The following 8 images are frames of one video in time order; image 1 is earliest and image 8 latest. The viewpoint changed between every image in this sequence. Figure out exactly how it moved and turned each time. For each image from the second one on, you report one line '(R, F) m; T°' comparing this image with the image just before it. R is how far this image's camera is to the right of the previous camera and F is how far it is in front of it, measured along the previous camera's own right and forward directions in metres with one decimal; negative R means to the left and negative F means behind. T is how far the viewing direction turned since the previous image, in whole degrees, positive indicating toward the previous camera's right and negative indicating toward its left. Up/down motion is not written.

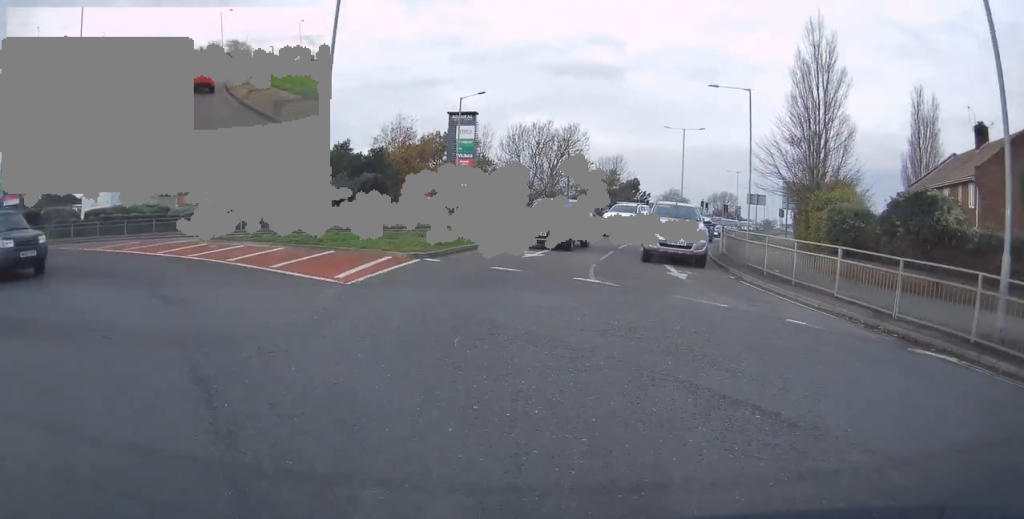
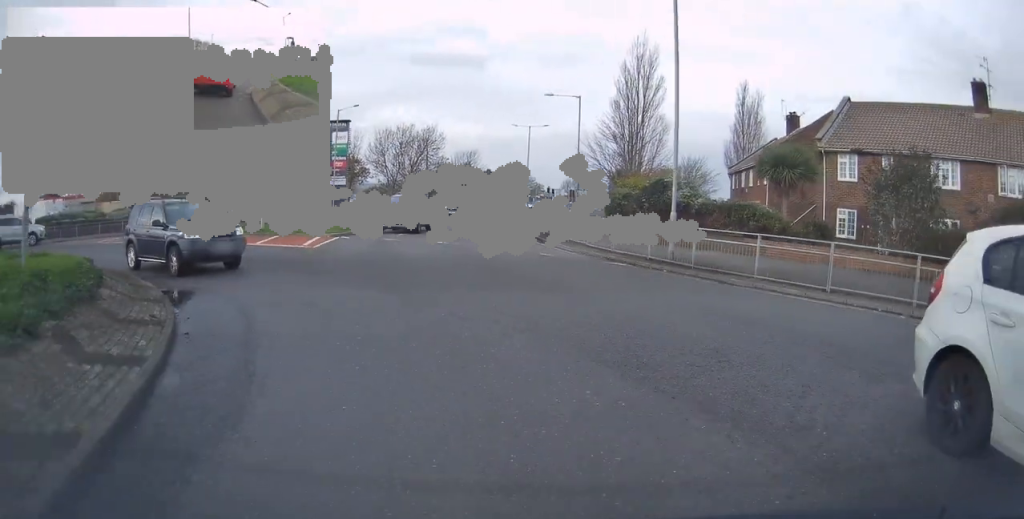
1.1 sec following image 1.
(+0.4, +8.5) m; +9°
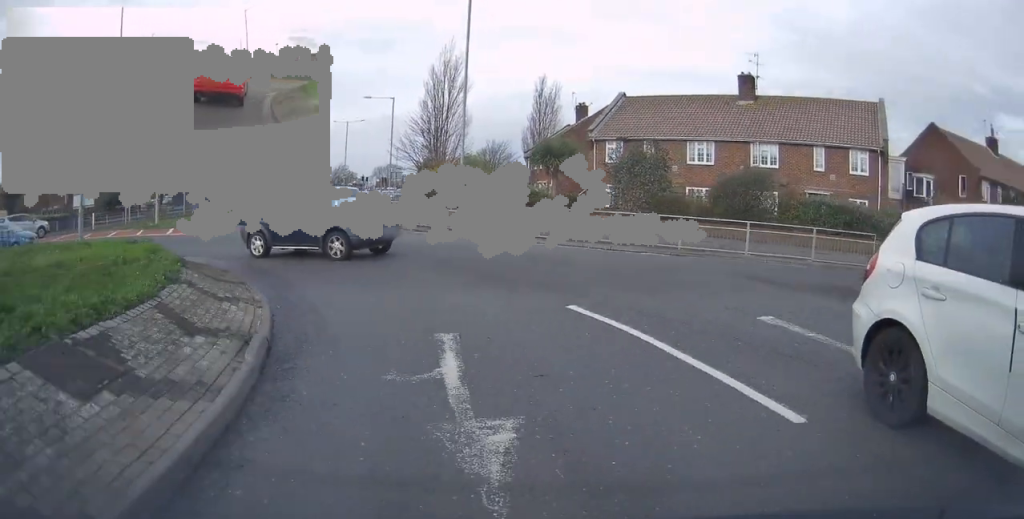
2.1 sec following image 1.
(+0.8, +7.4) m; +13°
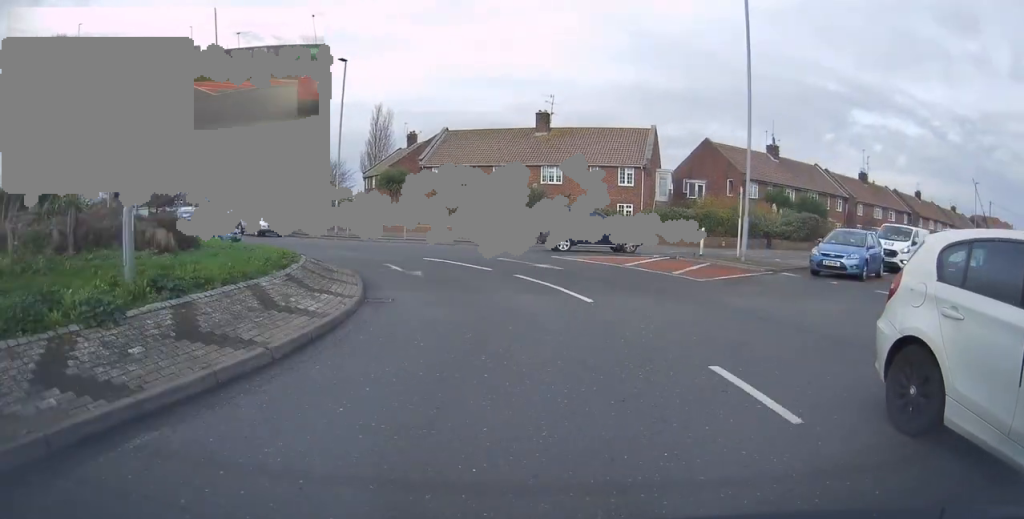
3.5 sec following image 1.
(+2.2, +10.2) m; +20°
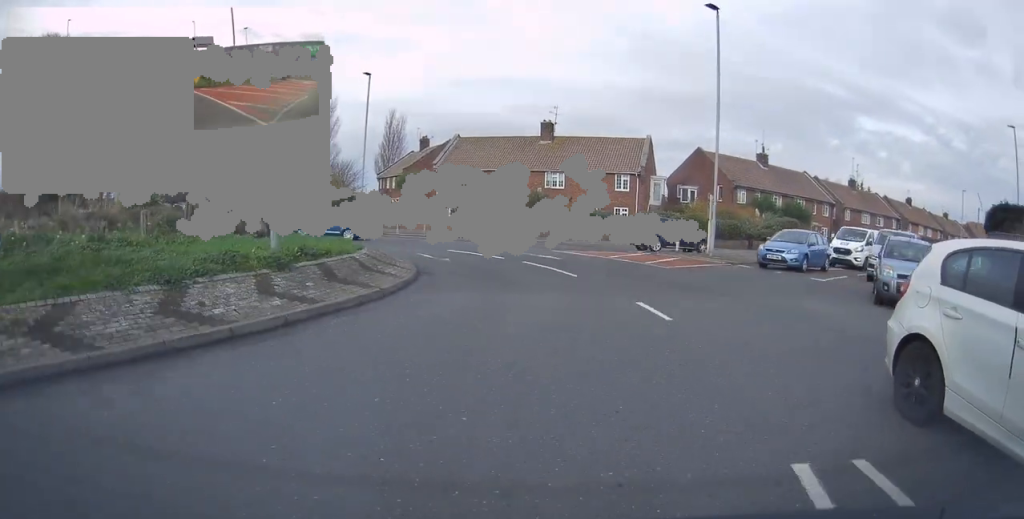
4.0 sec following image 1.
(+0.2, +4.1) m; +2°
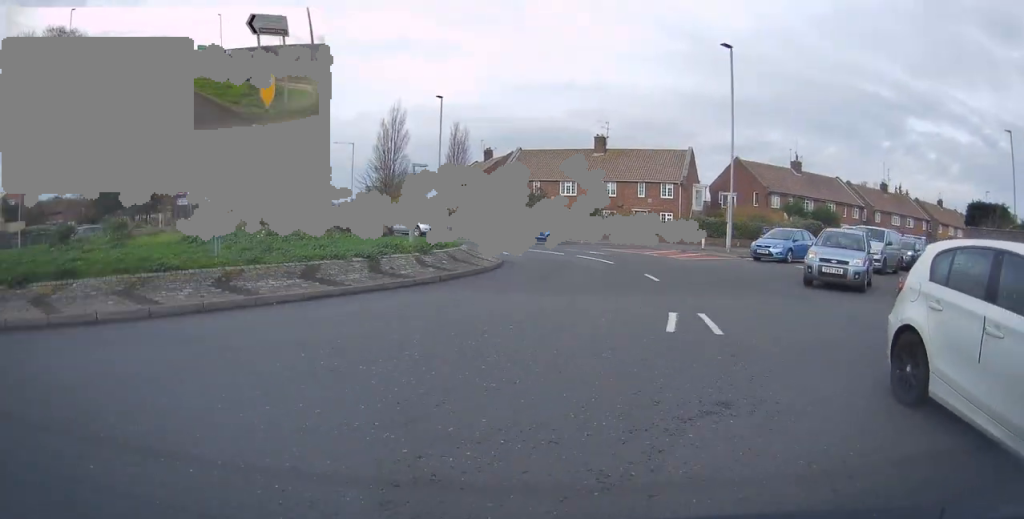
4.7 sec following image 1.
(0.0, +5.5) m; -2°
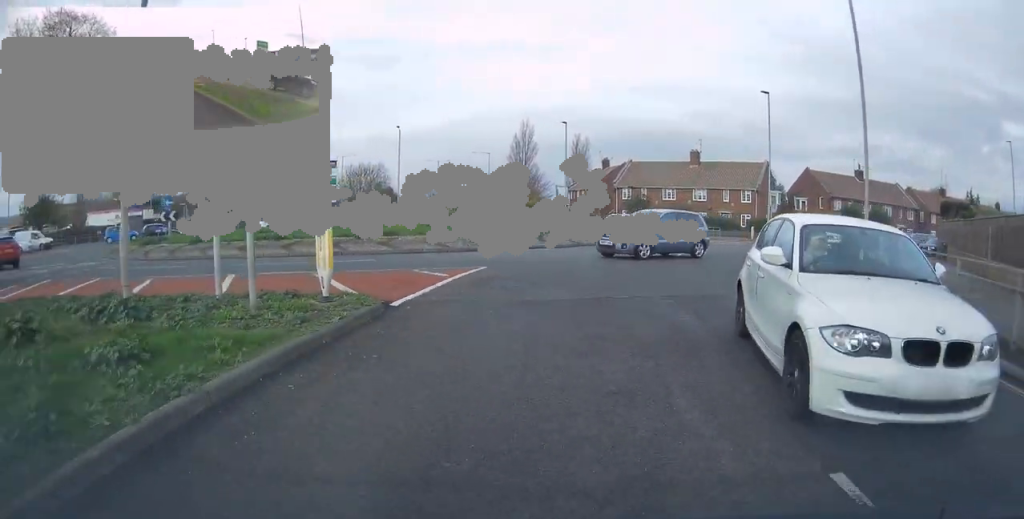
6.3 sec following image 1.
(-0.7, +12.9) m; -7°
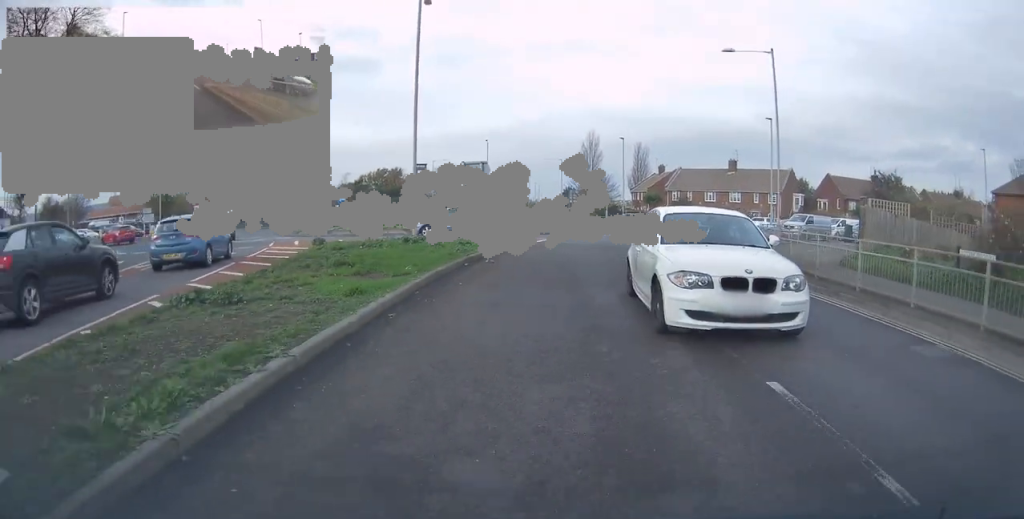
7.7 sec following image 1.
(-0.8, +12.3) m; -7°
